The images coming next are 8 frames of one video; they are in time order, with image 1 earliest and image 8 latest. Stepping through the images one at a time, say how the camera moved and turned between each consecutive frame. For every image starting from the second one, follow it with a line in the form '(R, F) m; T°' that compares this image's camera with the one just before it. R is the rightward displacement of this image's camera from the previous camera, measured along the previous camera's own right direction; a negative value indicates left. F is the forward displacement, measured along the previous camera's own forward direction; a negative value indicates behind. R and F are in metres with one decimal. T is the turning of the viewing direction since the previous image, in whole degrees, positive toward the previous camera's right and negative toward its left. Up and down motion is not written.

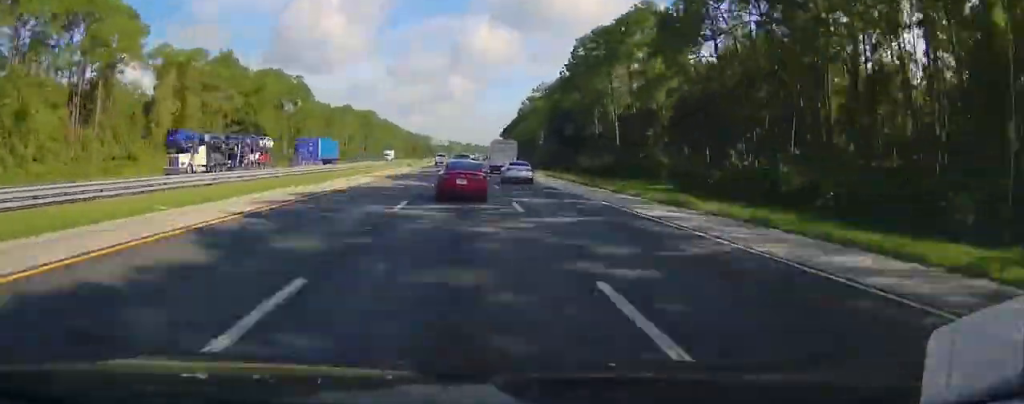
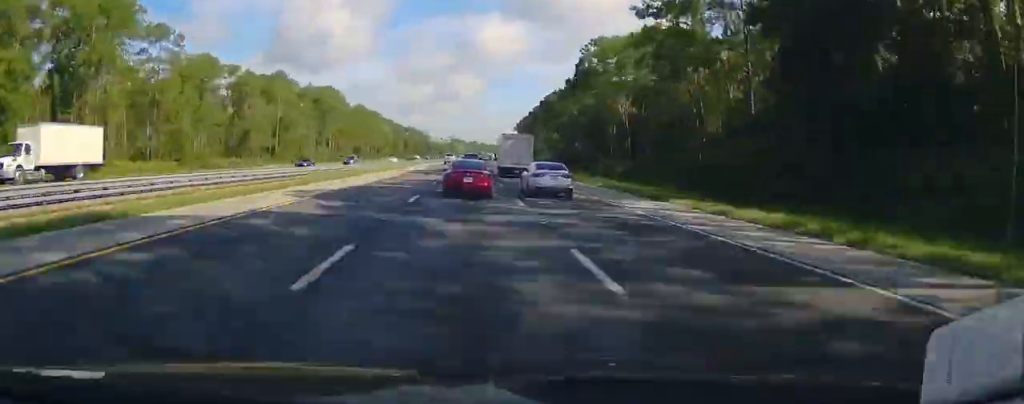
(-0.3, +83.6) m; 0°
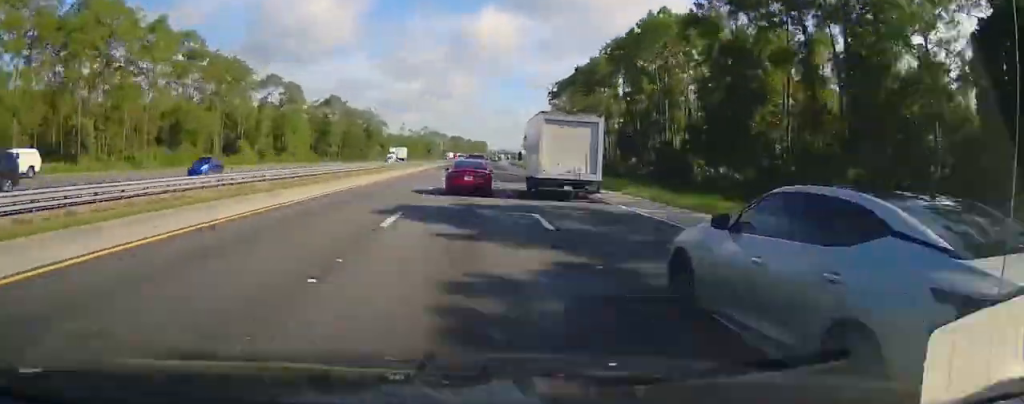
(+1.5, +228.6) m; +1°
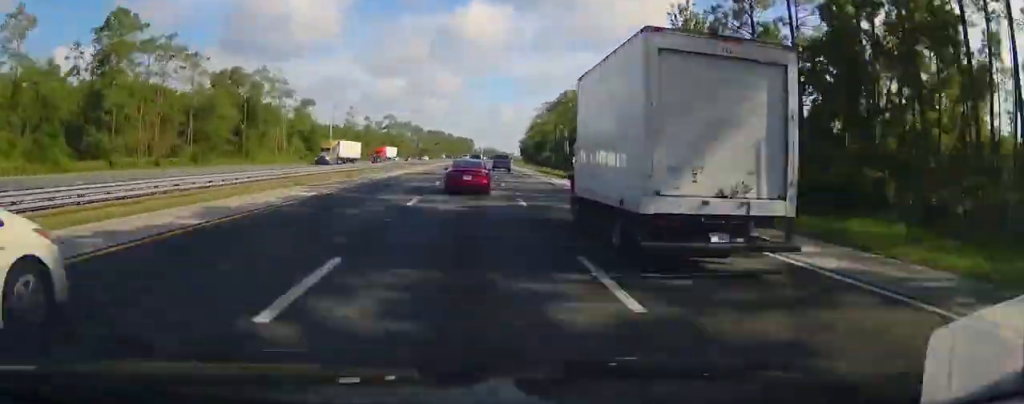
(+1.6, +135.6) m; +2°
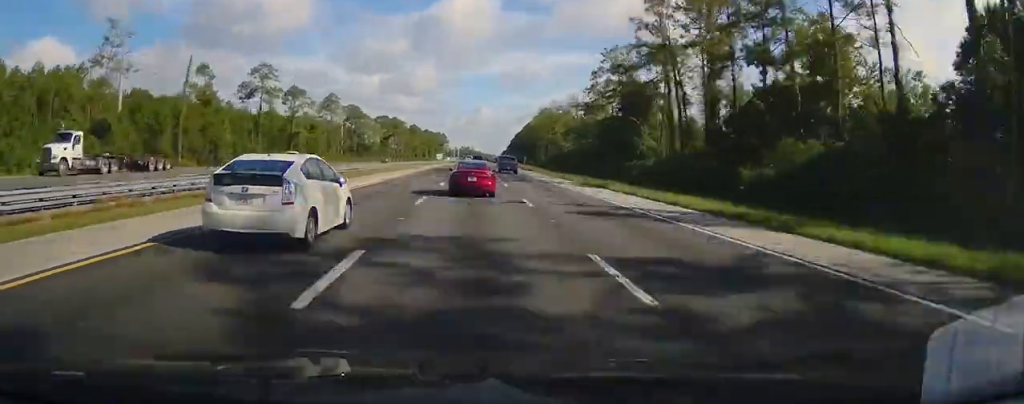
(+4.4, +155.5) m; +3°
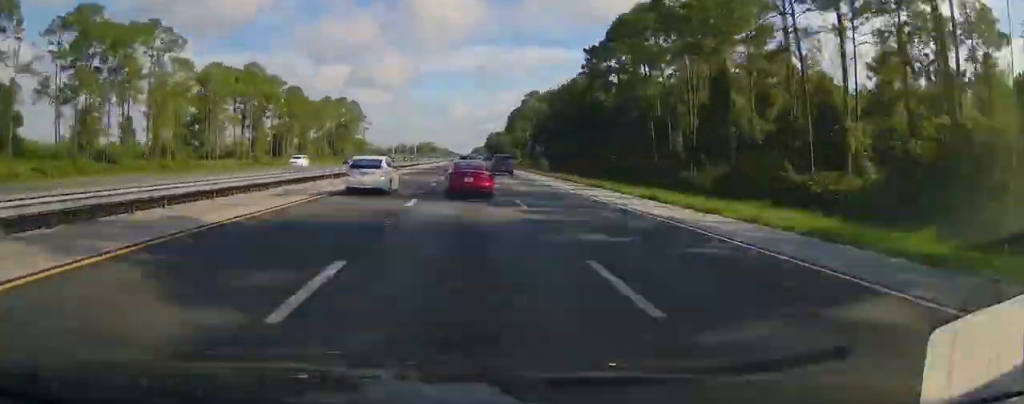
(+7.8, +263.9) m; +2°
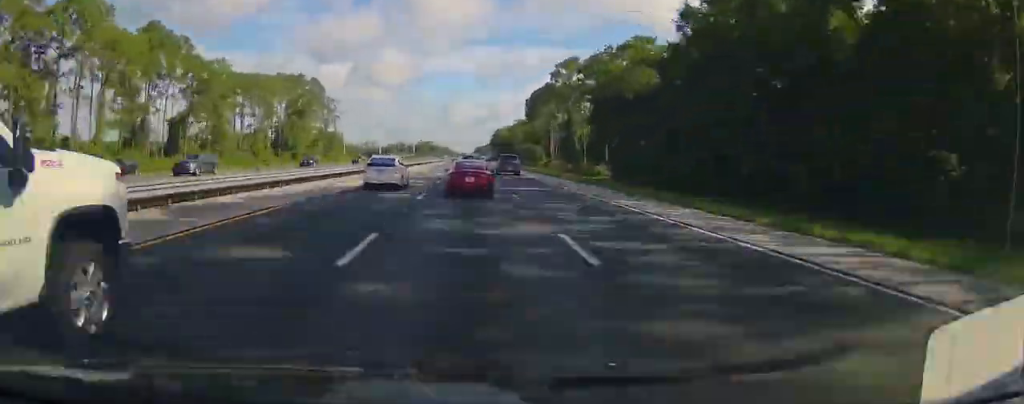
(-0.4, +53.9) m; 0°
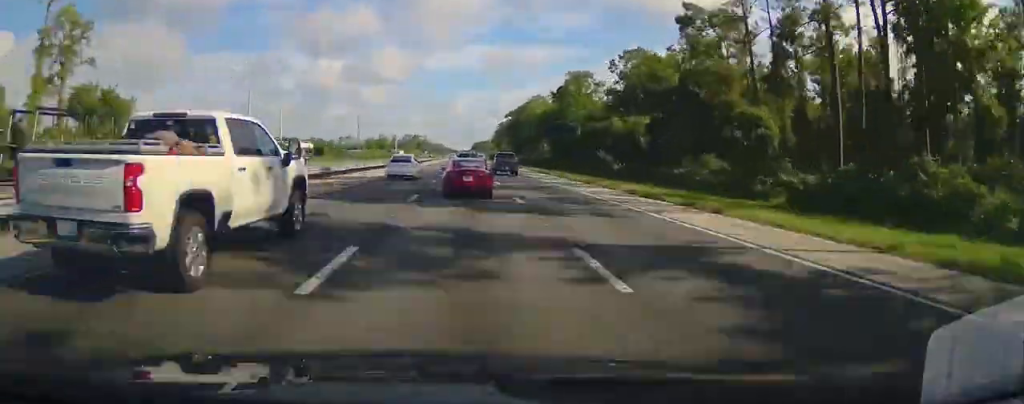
(+1.2, +145.7) m; 0°
